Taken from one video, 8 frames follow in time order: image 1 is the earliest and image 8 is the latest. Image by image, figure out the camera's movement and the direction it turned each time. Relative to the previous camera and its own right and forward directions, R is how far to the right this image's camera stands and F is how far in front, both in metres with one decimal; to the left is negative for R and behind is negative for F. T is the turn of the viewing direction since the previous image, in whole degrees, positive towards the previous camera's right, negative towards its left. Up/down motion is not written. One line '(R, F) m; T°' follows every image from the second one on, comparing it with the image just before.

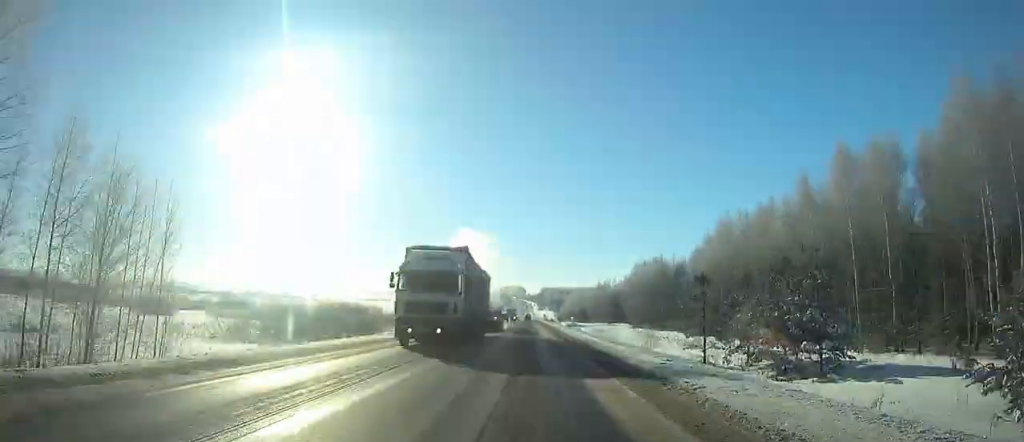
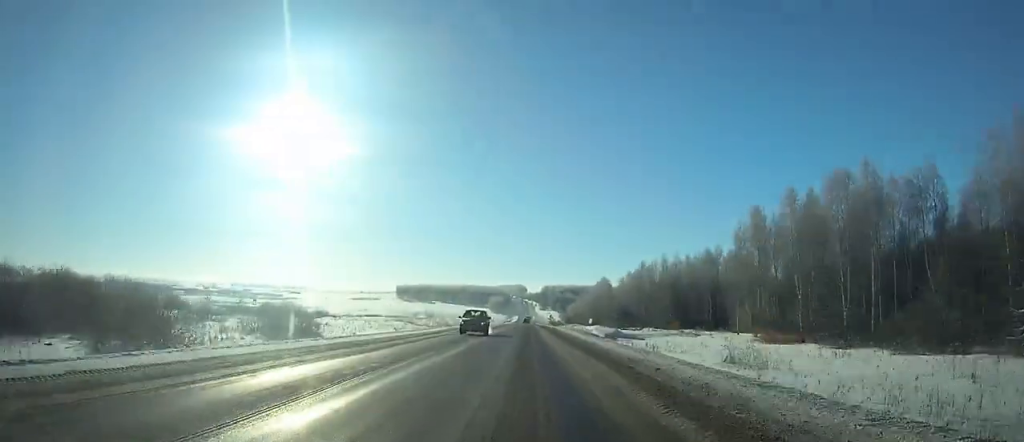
(+0.1, +80.6) m; 0°
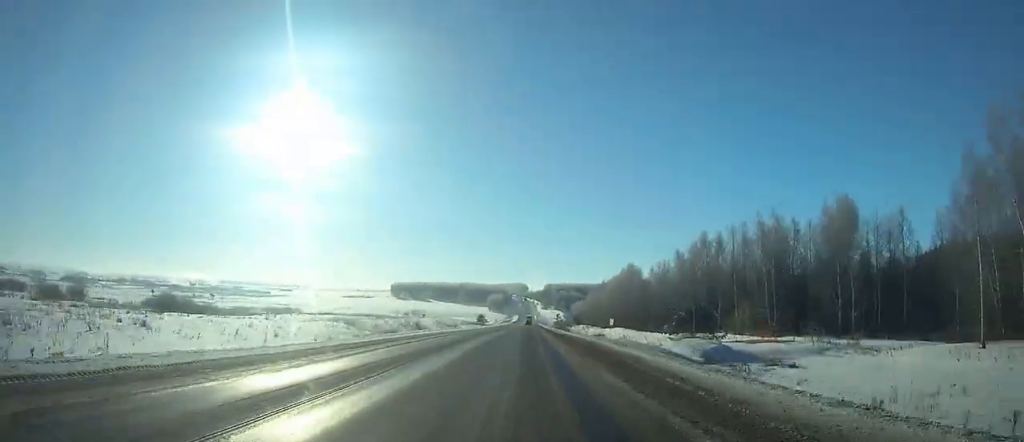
(-0.2, +47.1) m; 0°
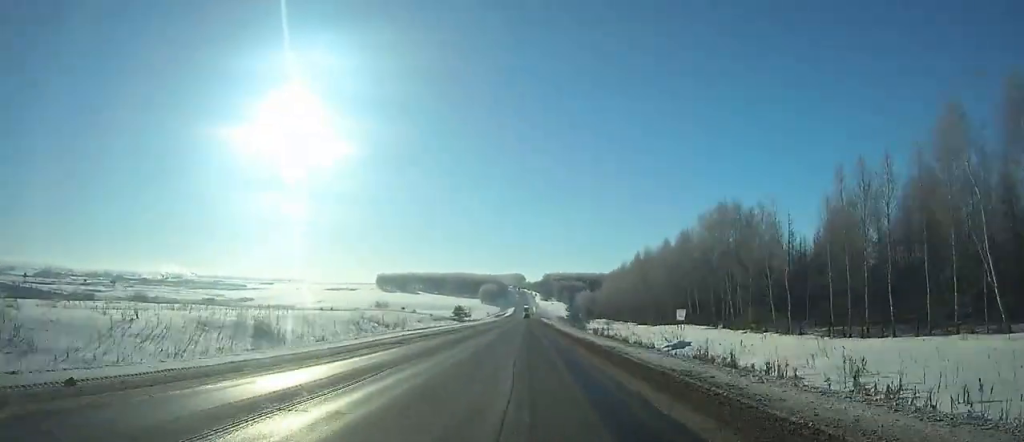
(0.0, +71.1) m; 0°
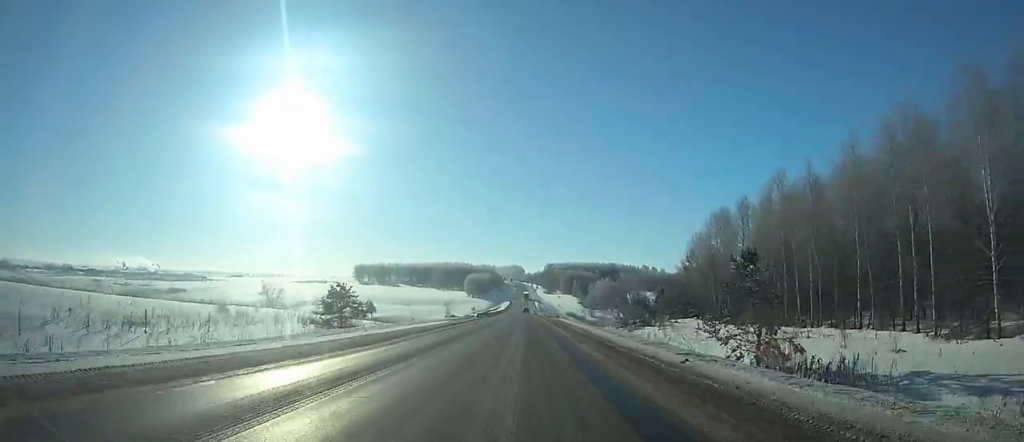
(-0.2, +107.1) m; 0°
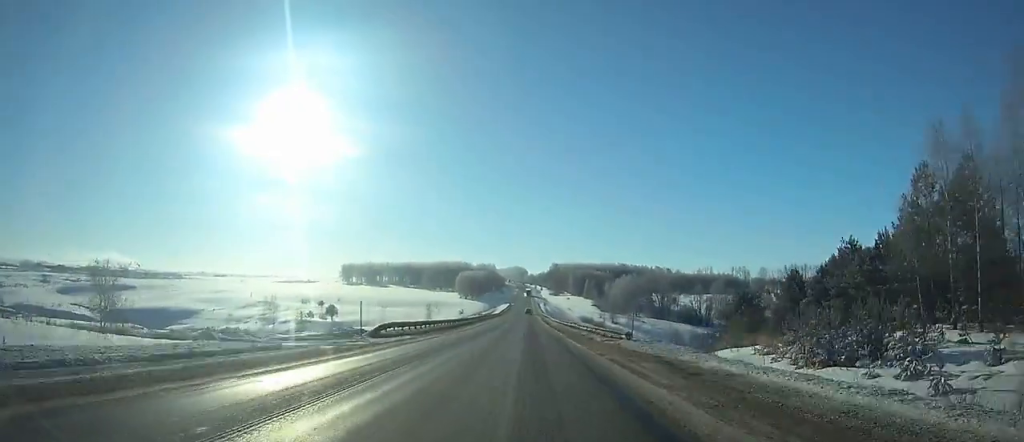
(+0.2, +61.6) m; 0°
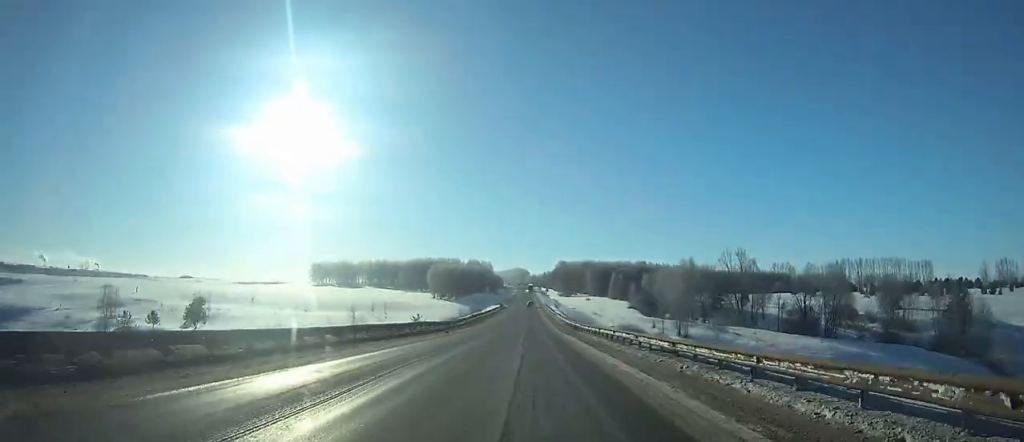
(+0.3, +101.1) m; 0°
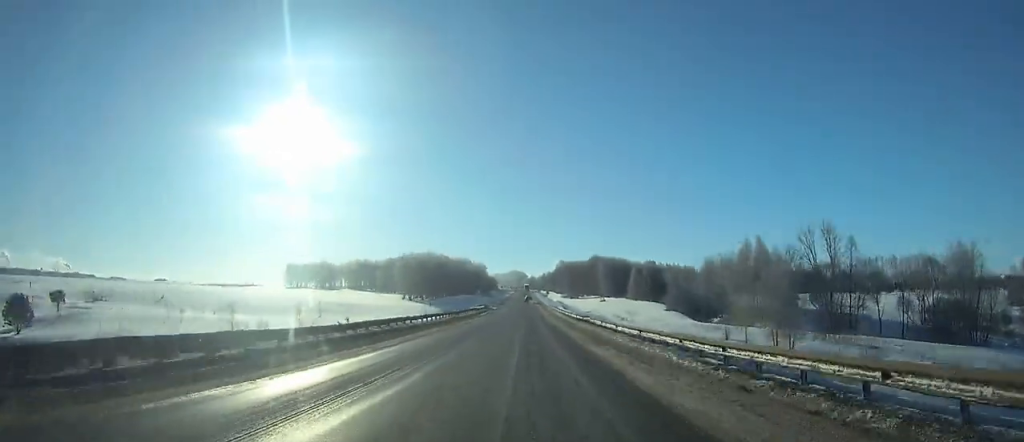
(0.0, +56.5) m; 0°
